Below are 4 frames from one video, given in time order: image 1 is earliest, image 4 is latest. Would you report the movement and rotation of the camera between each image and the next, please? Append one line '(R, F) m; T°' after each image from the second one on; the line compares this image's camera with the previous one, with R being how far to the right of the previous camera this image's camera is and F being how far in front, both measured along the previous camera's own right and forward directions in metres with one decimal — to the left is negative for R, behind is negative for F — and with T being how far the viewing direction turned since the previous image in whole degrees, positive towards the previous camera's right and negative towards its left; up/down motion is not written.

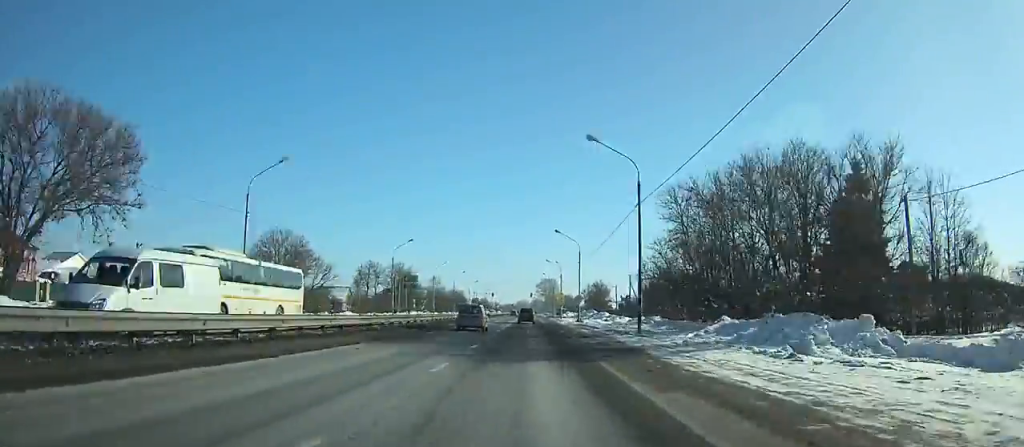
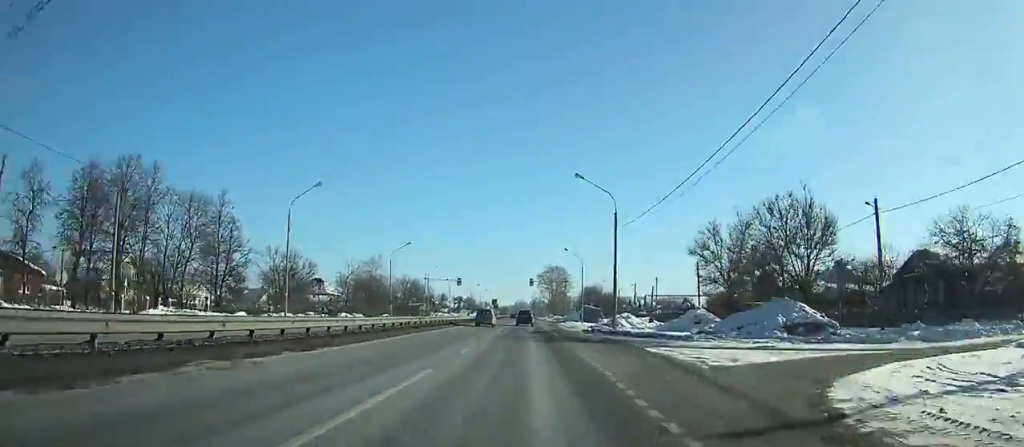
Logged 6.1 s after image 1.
(+0.3, +107.7) m; 0°
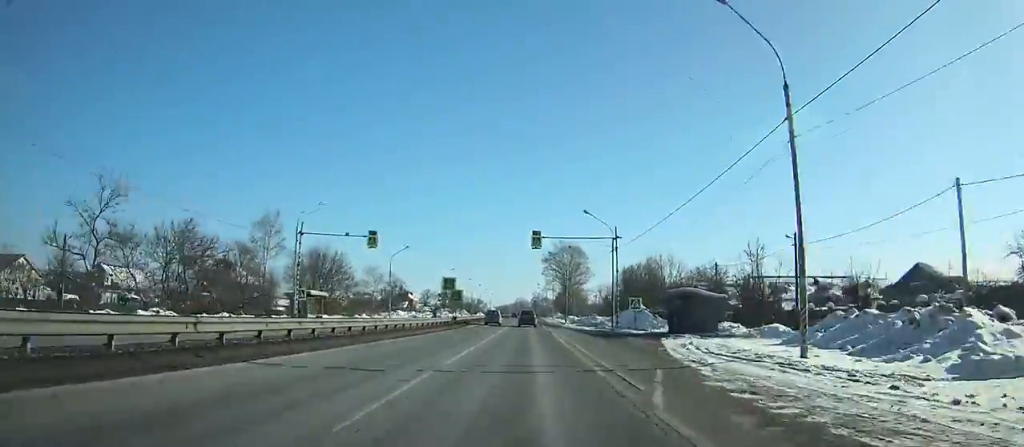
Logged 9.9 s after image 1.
(-0.5, +69.4) m; 0°
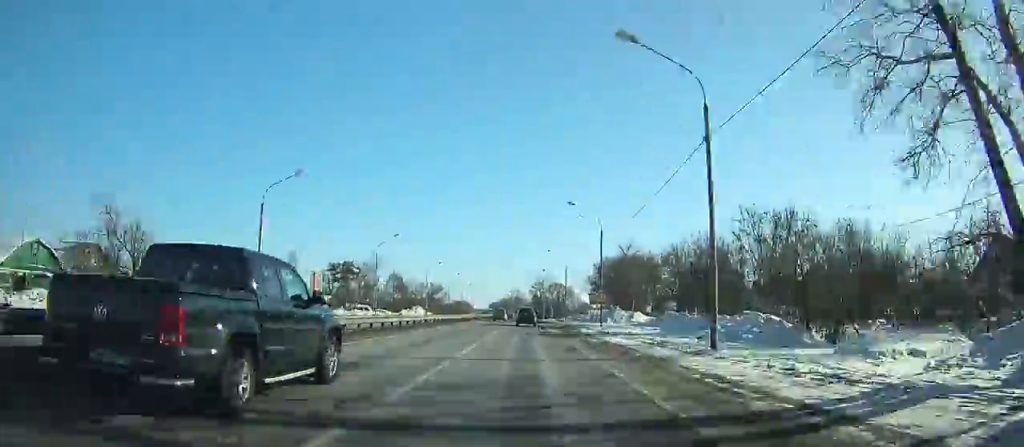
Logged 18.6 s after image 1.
(+0.8, +161.8) m; 0°
